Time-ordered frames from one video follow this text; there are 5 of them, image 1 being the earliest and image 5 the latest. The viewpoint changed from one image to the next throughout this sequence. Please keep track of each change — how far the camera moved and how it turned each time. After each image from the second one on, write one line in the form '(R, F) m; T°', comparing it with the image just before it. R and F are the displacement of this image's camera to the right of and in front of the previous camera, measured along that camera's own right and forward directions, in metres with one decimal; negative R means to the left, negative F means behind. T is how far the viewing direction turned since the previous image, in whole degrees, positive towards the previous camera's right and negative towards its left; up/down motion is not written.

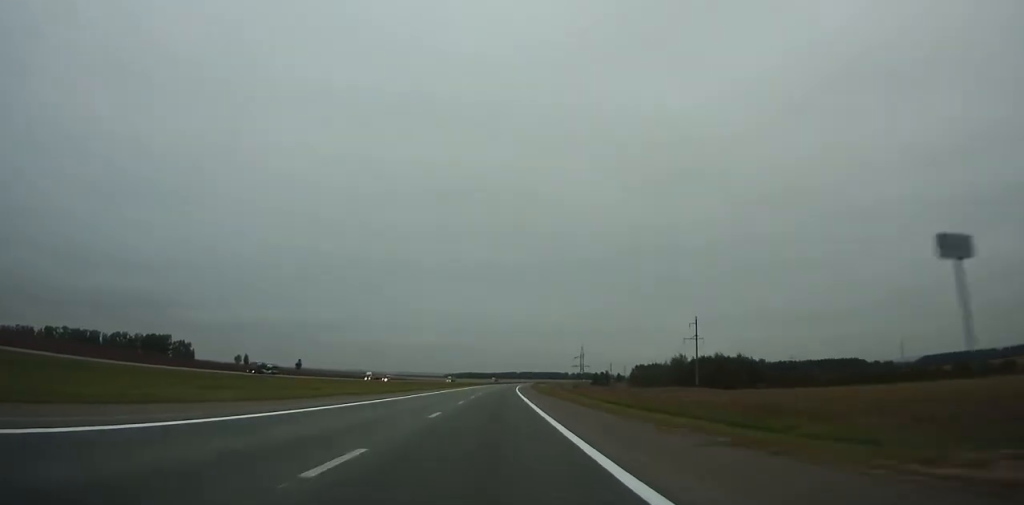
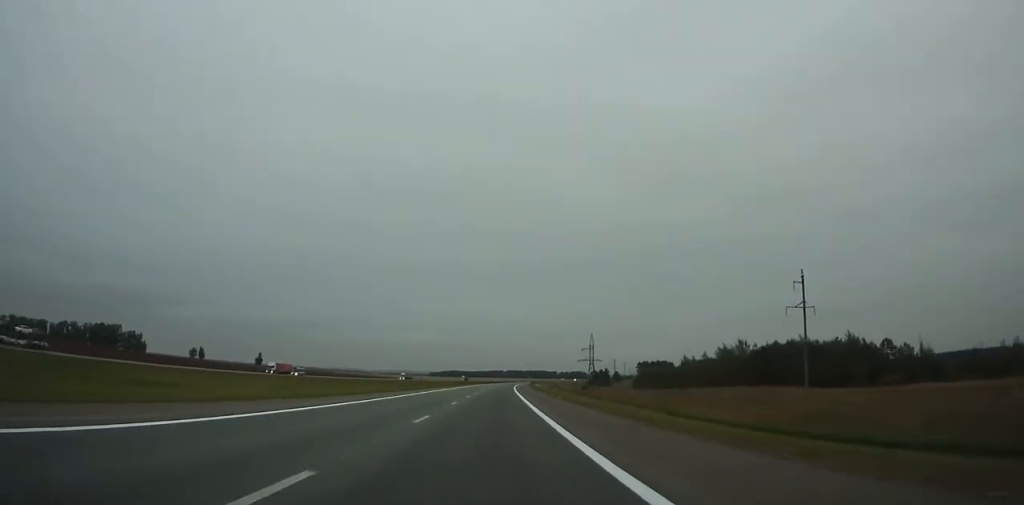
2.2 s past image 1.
(+0.8, +62.7) m; +1°
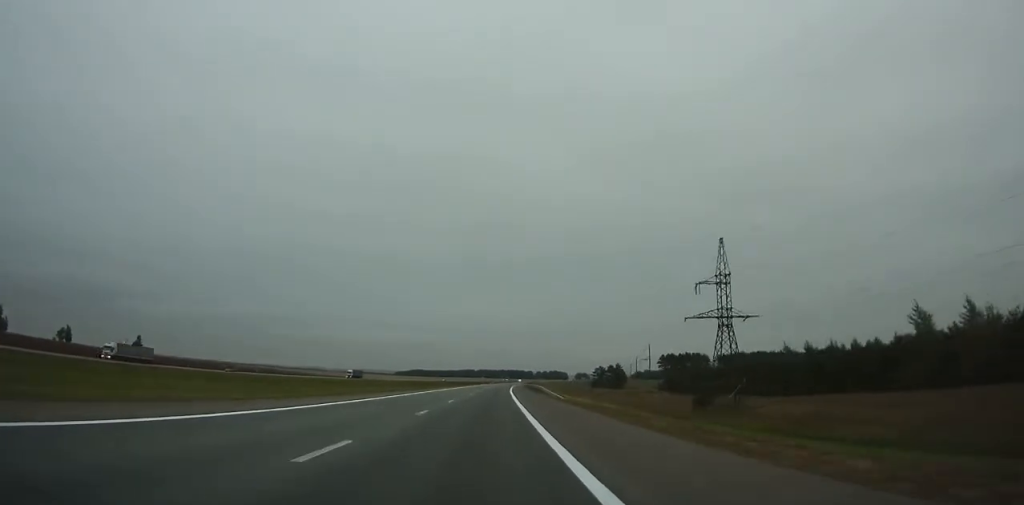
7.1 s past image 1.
(+3.0, +140.3) m; +3°
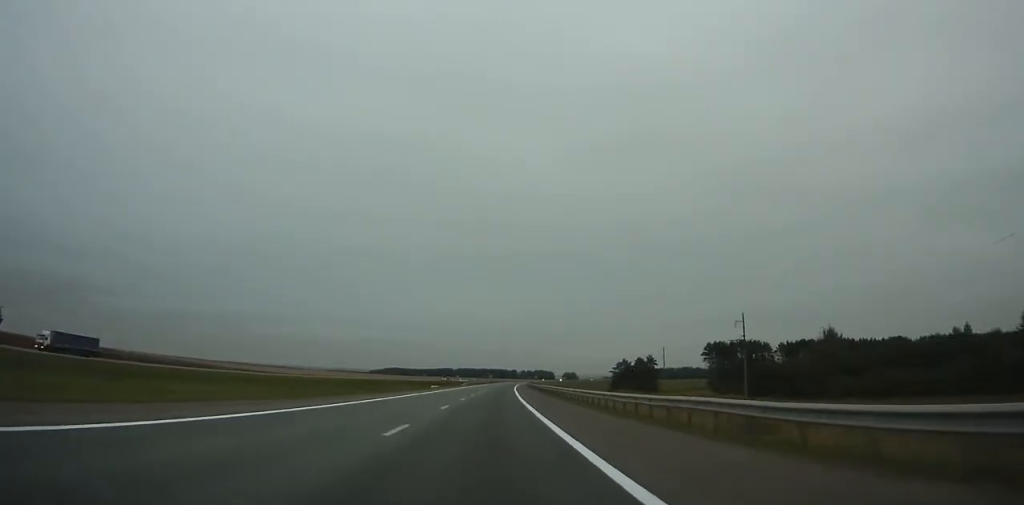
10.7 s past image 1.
(+2.0, +103.6) m; +2°
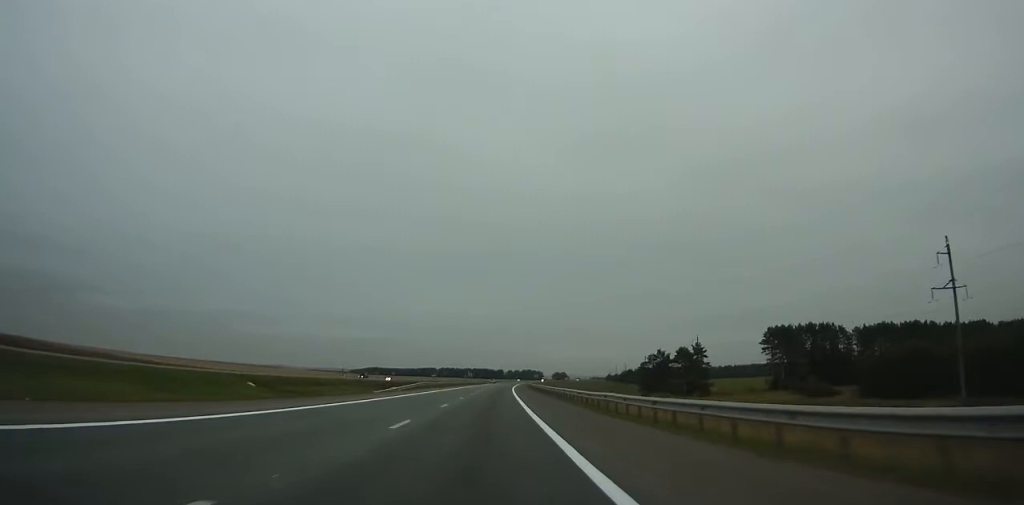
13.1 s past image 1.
(+0.8, +69.2) m; +1°
